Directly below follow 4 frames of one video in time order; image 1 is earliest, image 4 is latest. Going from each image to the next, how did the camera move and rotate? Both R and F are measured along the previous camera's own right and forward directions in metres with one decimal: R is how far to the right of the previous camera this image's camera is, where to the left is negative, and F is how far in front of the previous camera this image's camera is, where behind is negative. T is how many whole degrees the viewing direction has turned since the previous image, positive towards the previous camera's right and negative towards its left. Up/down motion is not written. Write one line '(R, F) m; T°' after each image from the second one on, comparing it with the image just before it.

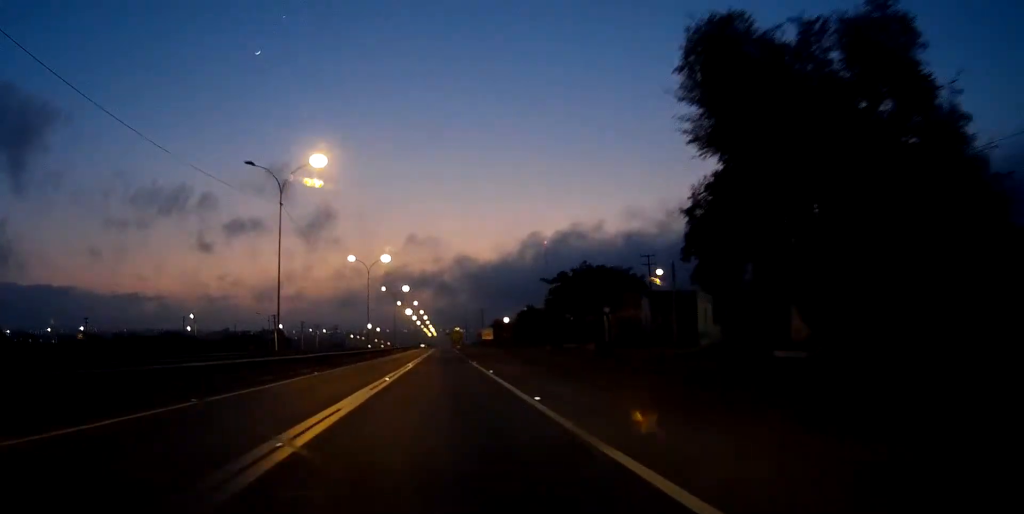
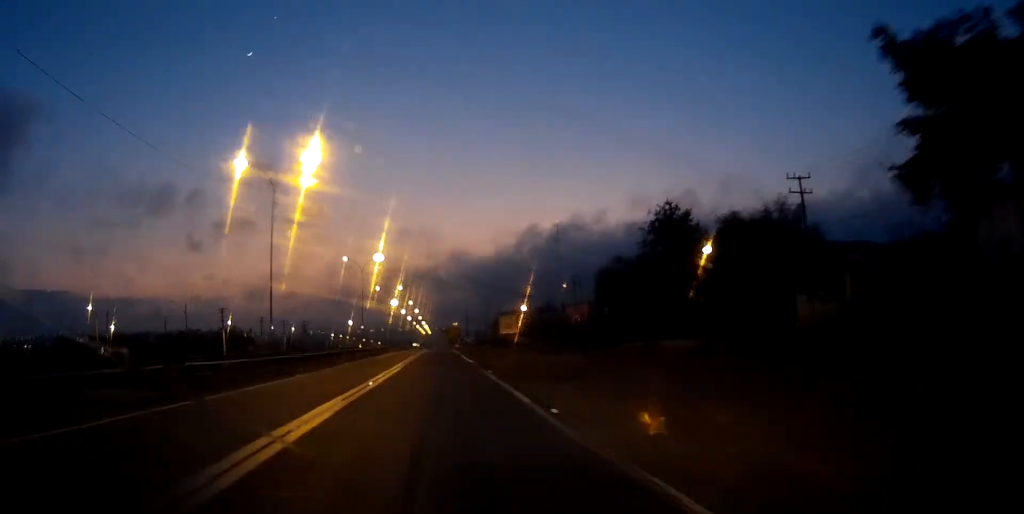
(-0.2, +50.2) m; 0°
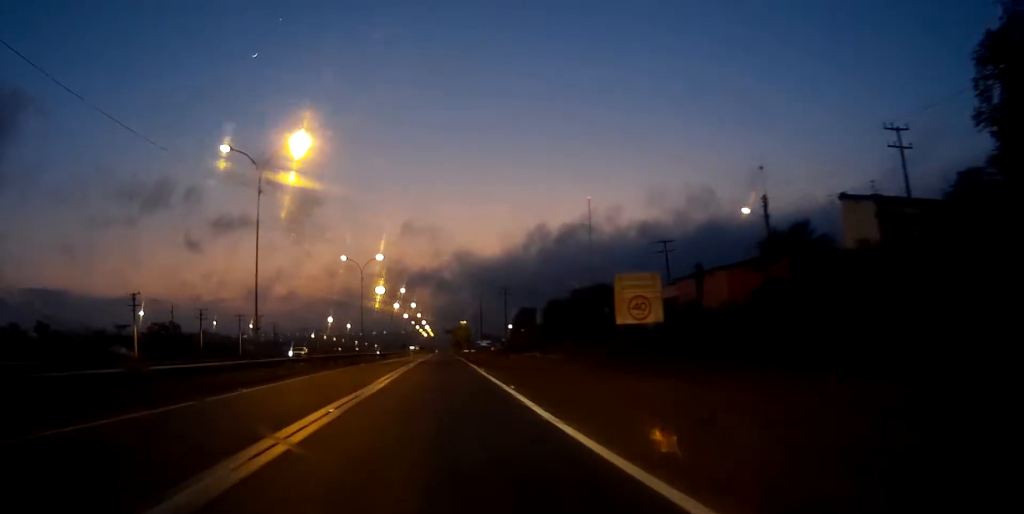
(-0.1, +53.8) m; 0°
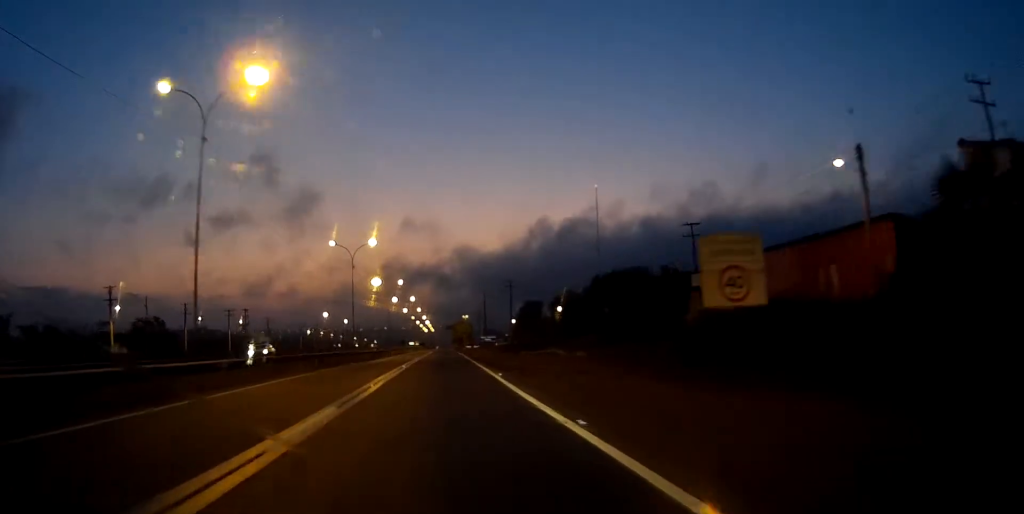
(0.0, +9.8) m; 0°
